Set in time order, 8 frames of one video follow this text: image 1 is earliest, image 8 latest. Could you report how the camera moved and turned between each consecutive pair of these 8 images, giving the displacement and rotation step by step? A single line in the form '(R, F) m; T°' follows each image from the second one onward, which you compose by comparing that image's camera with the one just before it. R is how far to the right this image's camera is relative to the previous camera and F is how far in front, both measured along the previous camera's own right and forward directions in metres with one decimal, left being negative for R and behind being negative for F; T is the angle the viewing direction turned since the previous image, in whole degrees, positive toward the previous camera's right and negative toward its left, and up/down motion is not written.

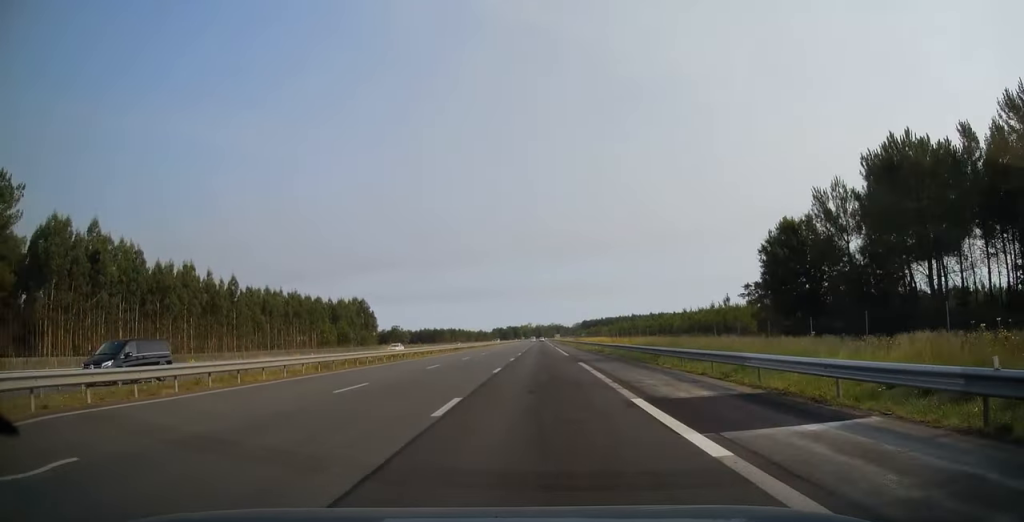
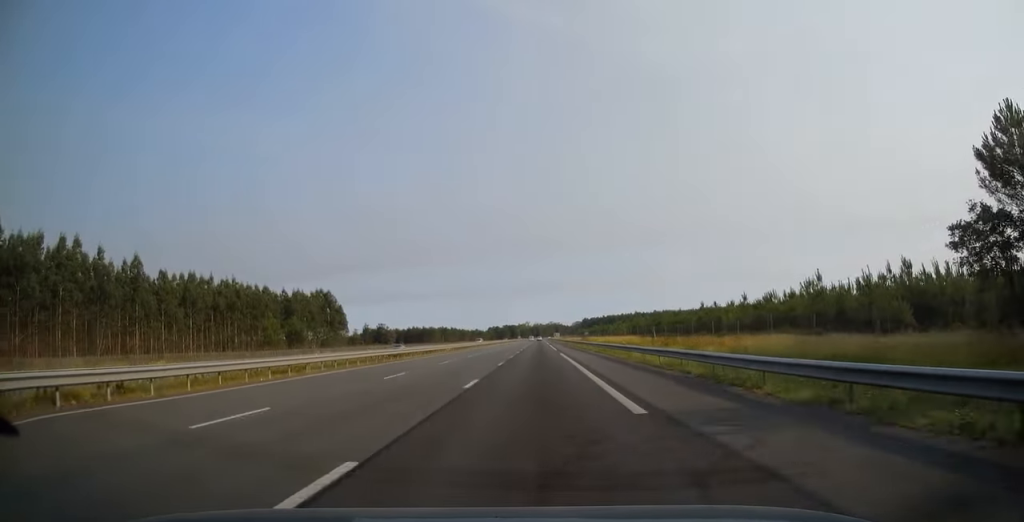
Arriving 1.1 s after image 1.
(0.0, +33.1) m; 0°
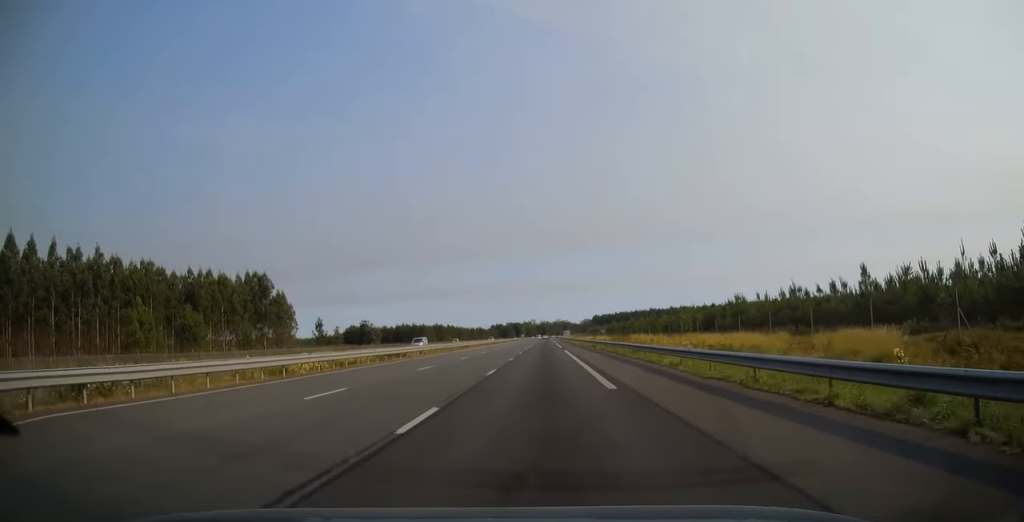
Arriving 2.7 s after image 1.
(-0.3, +47.2) m; 0°
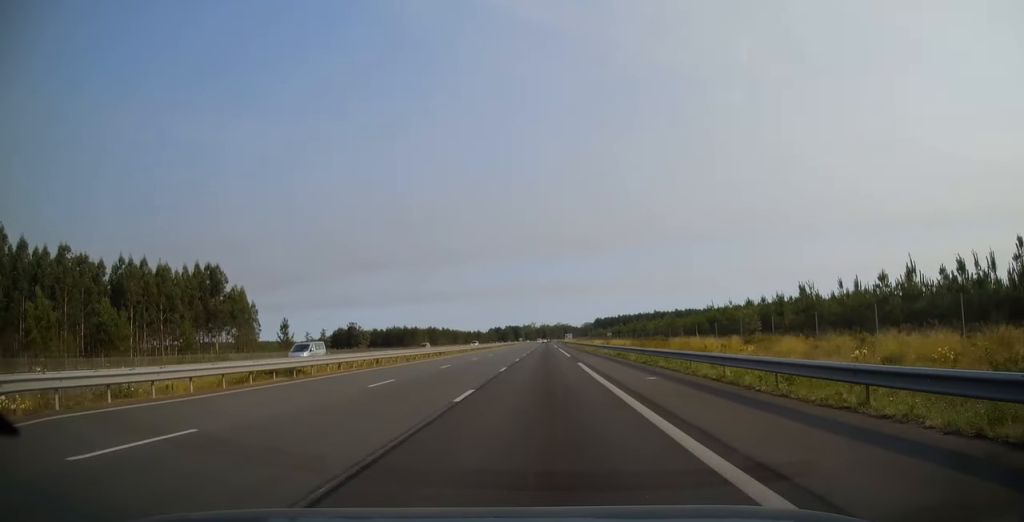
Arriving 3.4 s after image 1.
(0.0, +21.1) m; 0°
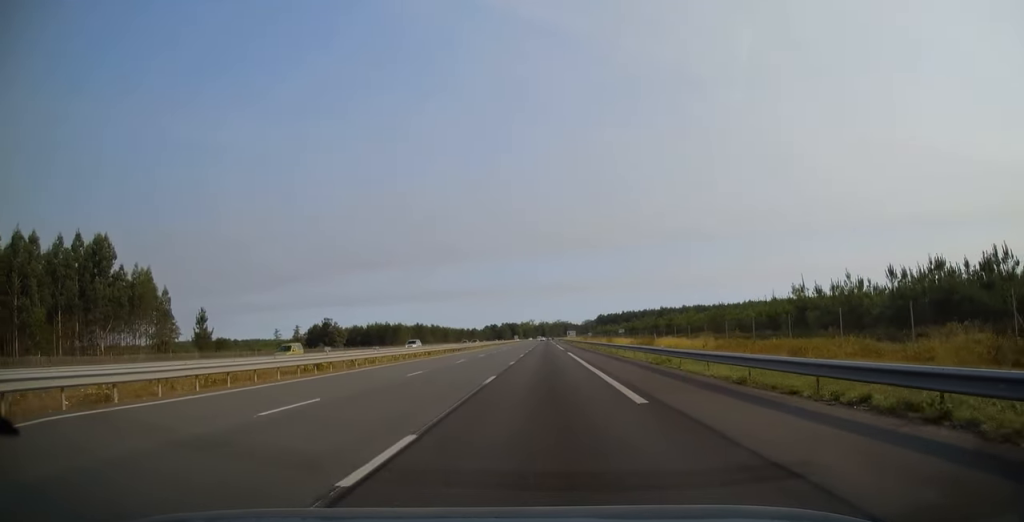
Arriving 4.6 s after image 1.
(0.0, +33.9) m; 0°
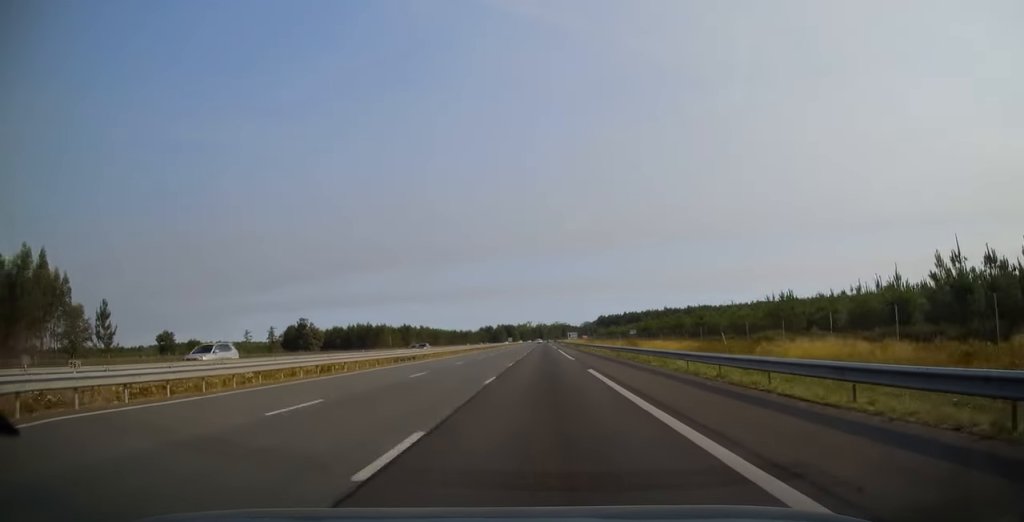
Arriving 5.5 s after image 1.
(0.0, +25.5) m; 0°
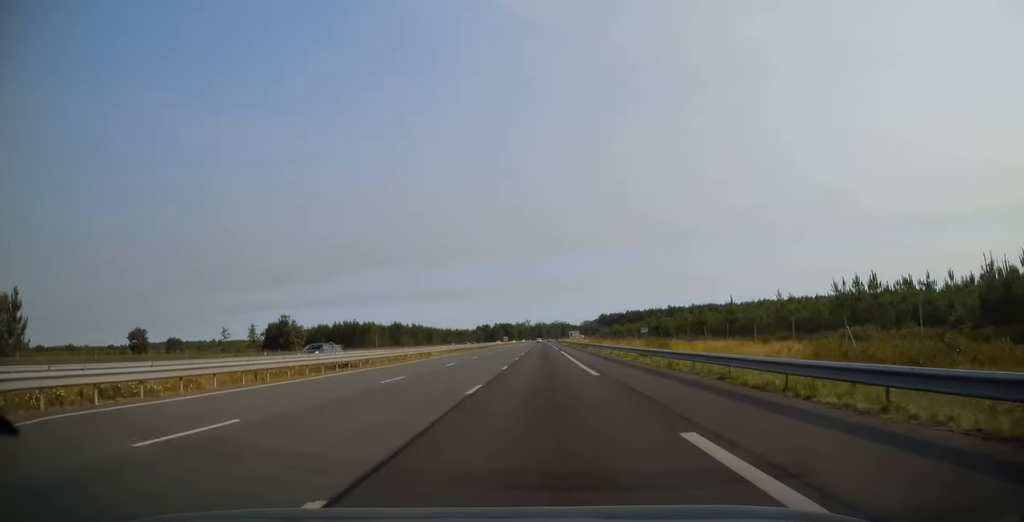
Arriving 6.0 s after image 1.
(0.0, +17.1) m; 0°
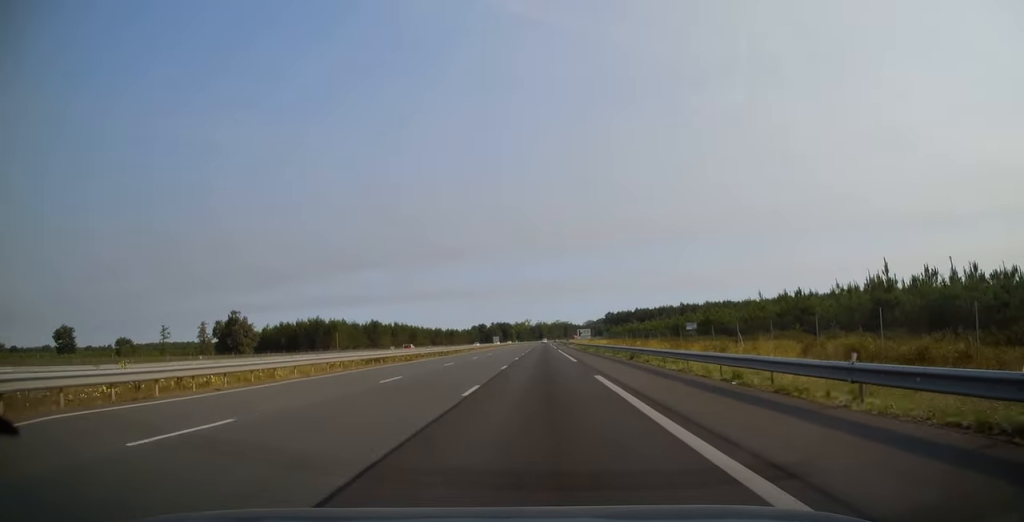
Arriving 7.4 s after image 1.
(0.0, +39.3) m; 0°
